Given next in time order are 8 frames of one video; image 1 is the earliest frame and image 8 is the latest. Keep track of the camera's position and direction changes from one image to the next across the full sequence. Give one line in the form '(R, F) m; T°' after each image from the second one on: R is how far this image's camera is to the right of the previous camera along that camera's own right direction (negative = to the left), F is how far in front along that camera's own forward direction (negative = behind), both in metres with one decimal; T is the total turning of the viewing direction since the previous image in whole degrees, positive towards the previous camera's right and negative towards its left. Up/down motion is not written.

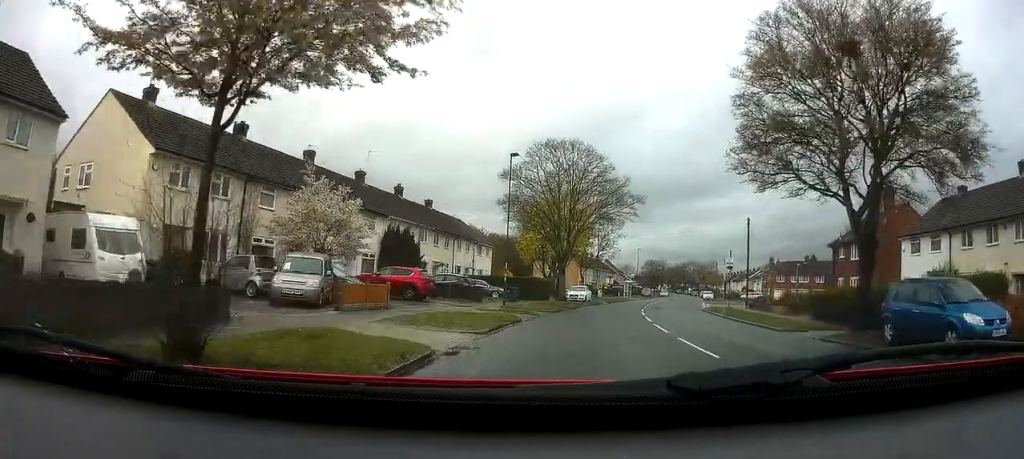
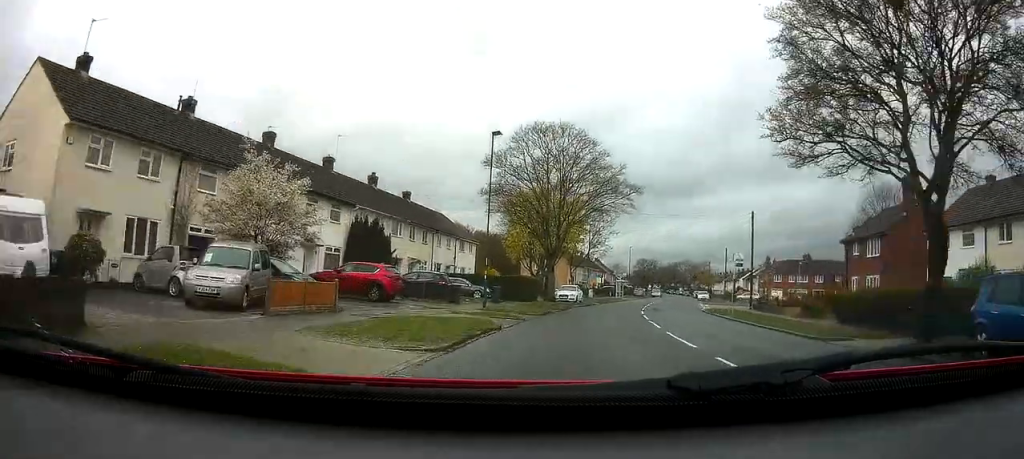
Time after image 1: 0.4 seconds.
(0.0, +4.0) m; +1°
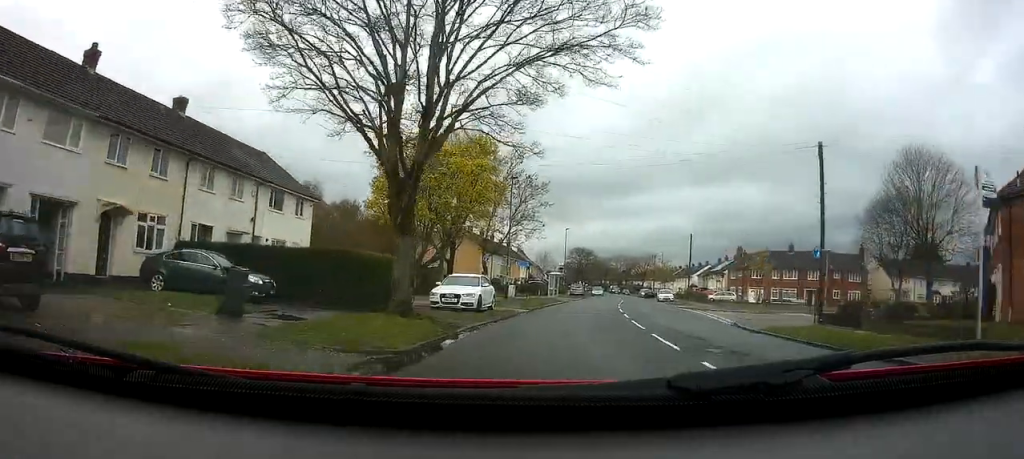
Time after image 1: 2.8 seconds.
(+1.3, +24.3) m; +6°
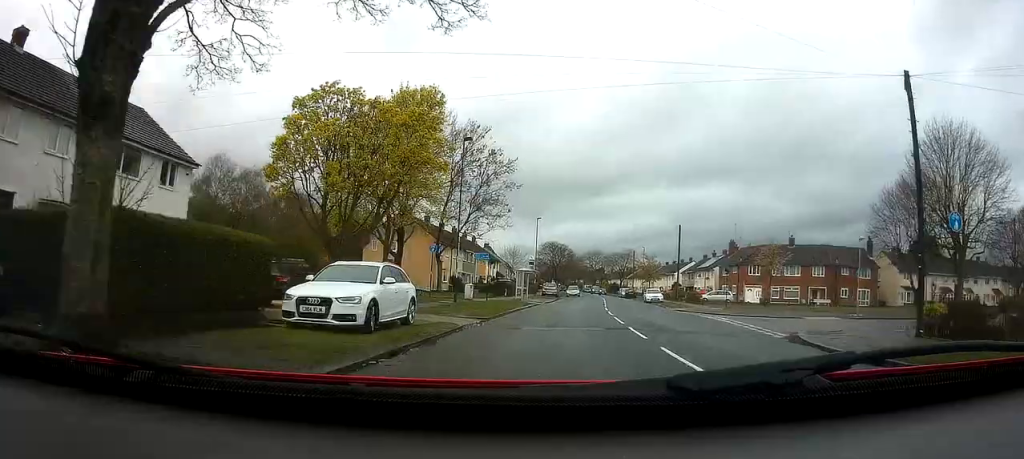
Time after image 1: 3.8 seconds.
(+0.3, +9.8) m; +2°
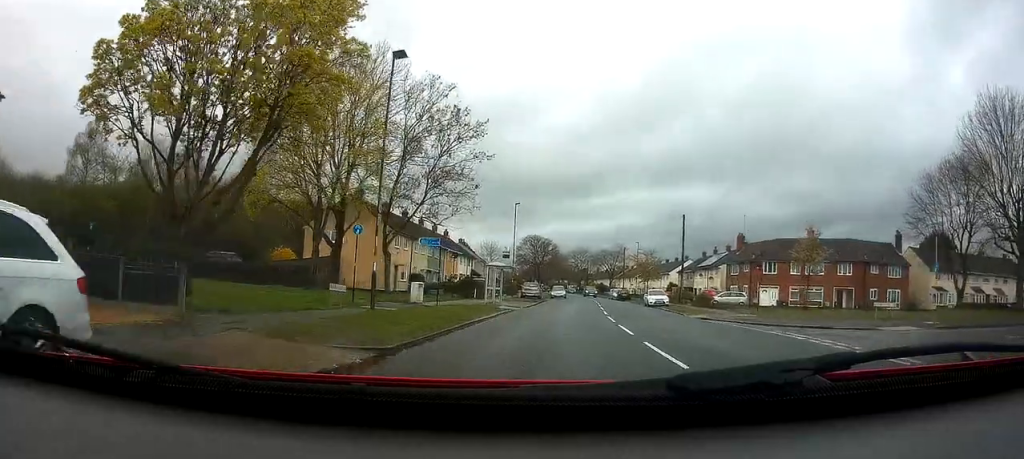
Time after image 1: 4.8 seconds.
(+0.1, +10.8) m; +1°
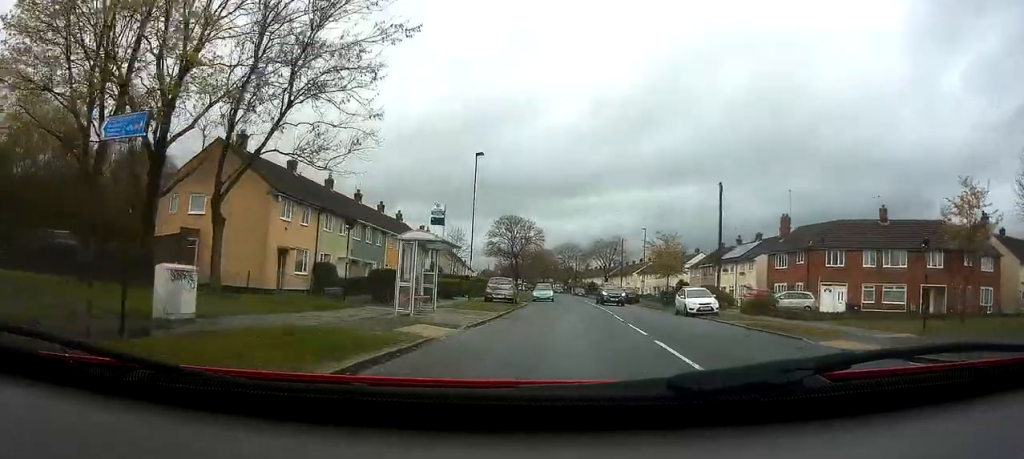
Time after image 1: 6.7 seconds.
(0.0, +18.6) m; +2°
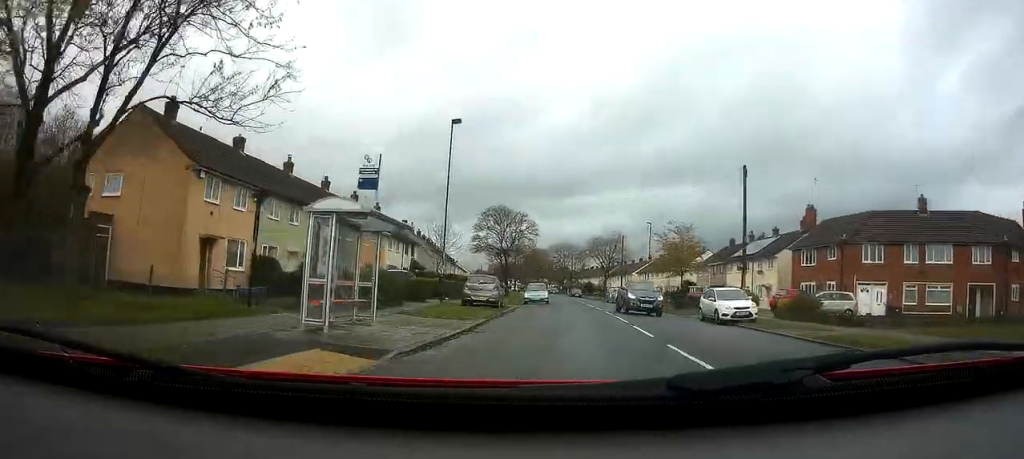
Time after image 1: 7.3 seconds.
(+0.1, +6.7) m; +2°
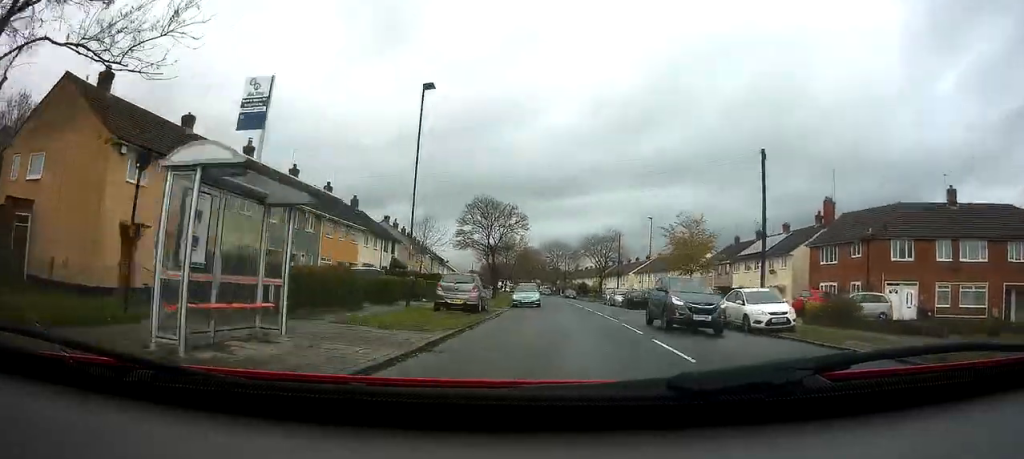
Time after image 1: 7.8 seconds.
(+0.1, +4.7) m; +2°
